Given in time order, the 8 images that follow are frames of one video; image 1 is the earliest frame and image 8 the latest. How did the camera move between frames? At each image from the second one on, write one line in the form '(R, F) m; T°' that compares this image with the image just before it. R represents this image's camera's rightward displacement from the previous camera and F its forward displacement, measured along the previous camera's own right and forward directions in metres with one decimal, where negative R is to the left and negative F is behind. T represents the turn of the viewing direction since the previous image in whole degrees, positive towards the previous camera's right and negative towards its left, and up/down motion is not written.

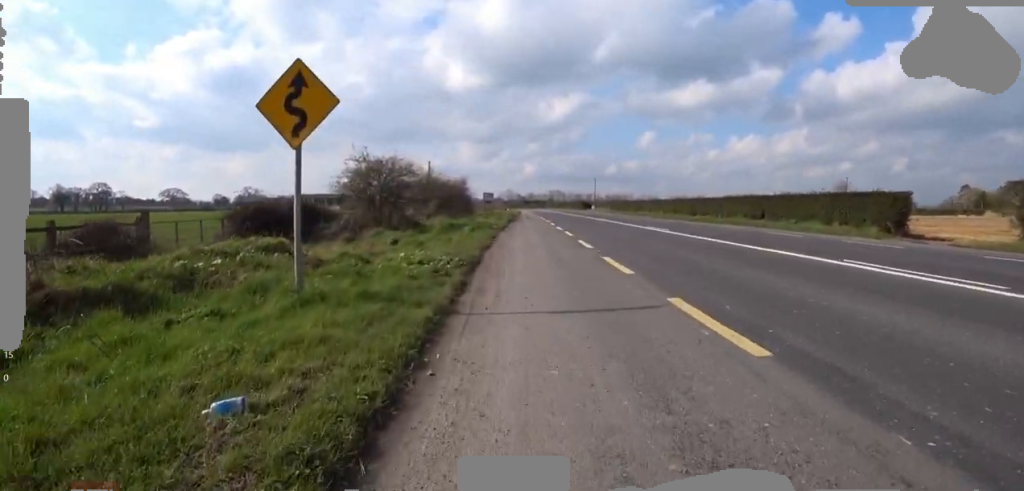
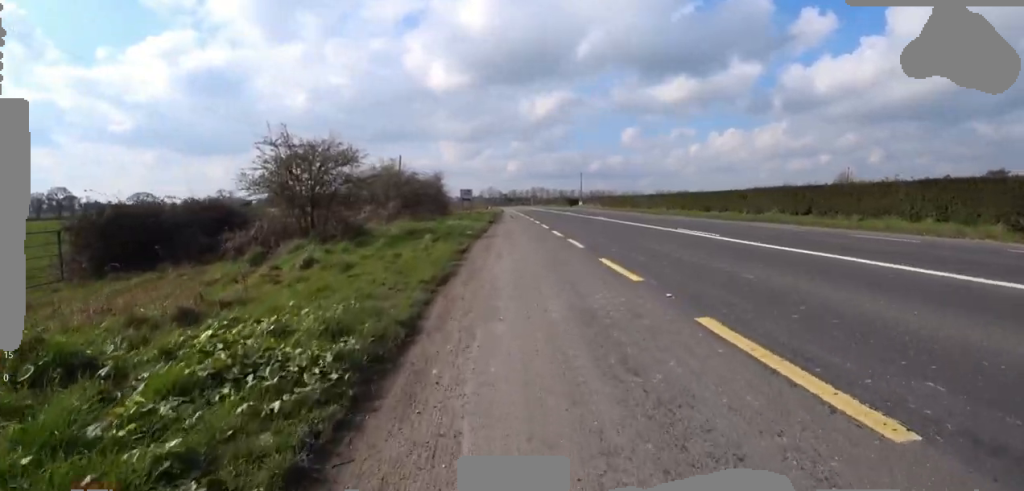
(0.0, +5.3) m; 0°
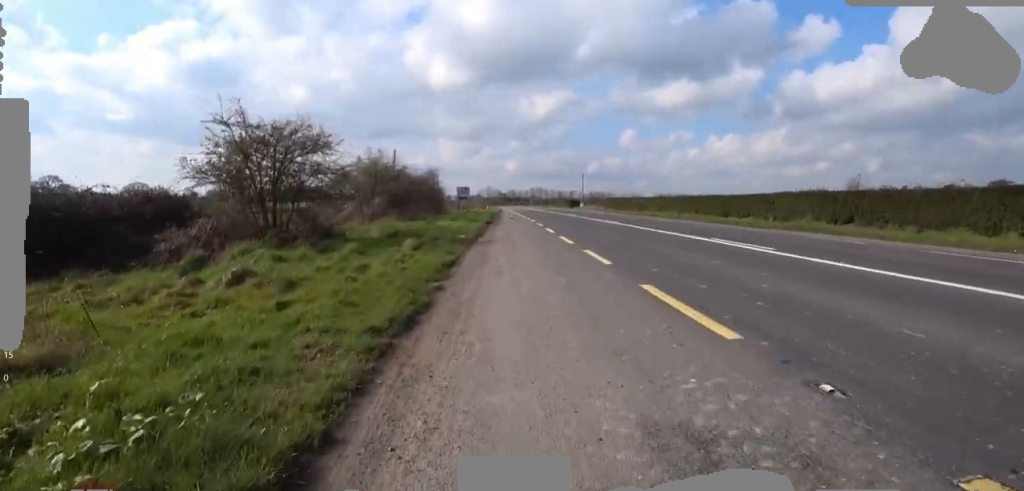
(+0.2, +2.5) m; 0°
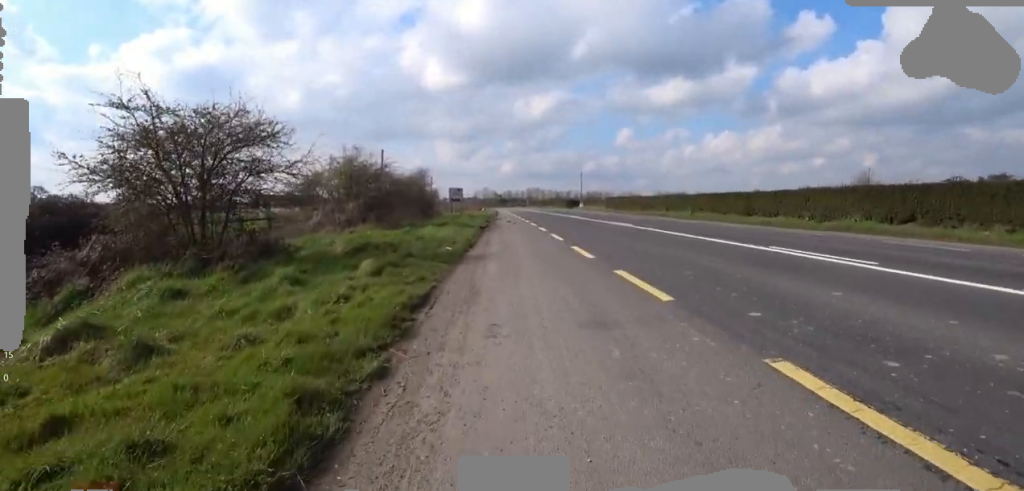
(-0.2, +2.8) m; 0°
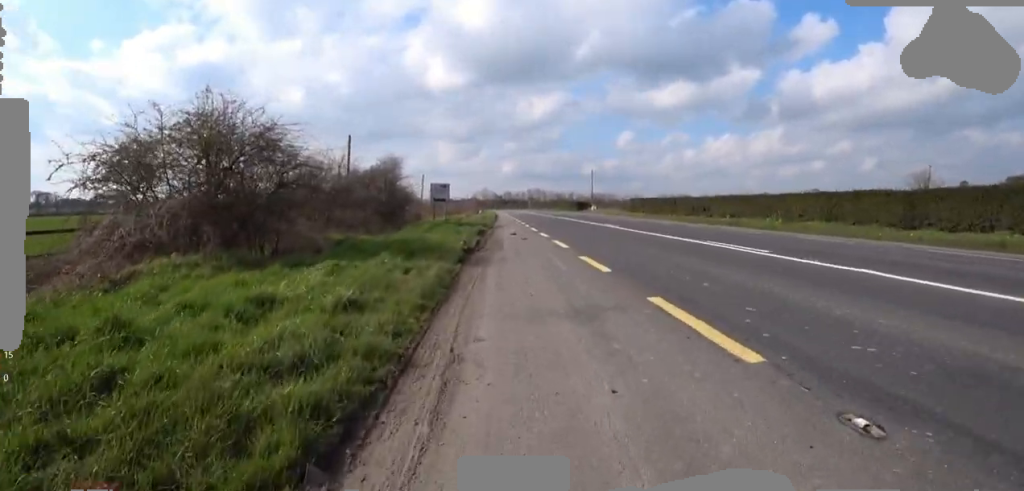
(+0.1, +9.5) m; 0°
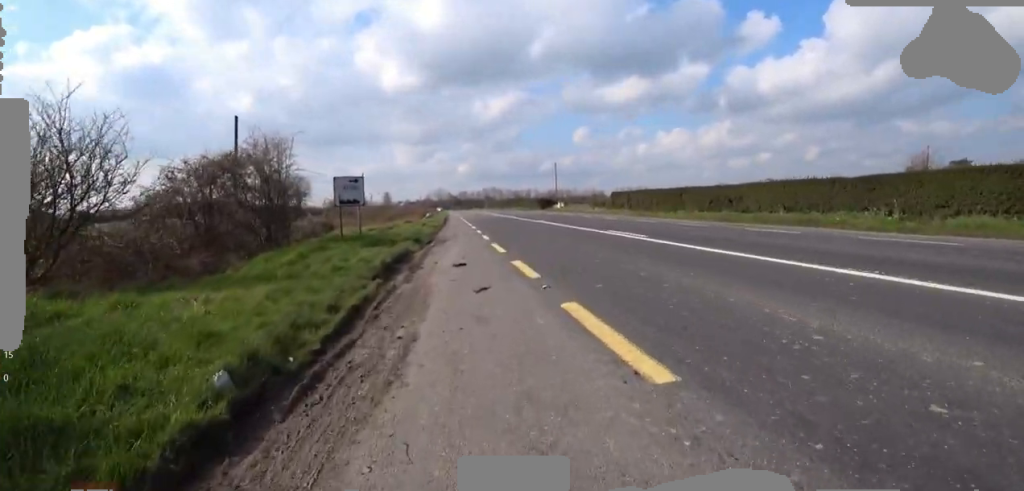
(-0.3, +8.7) m; 0°
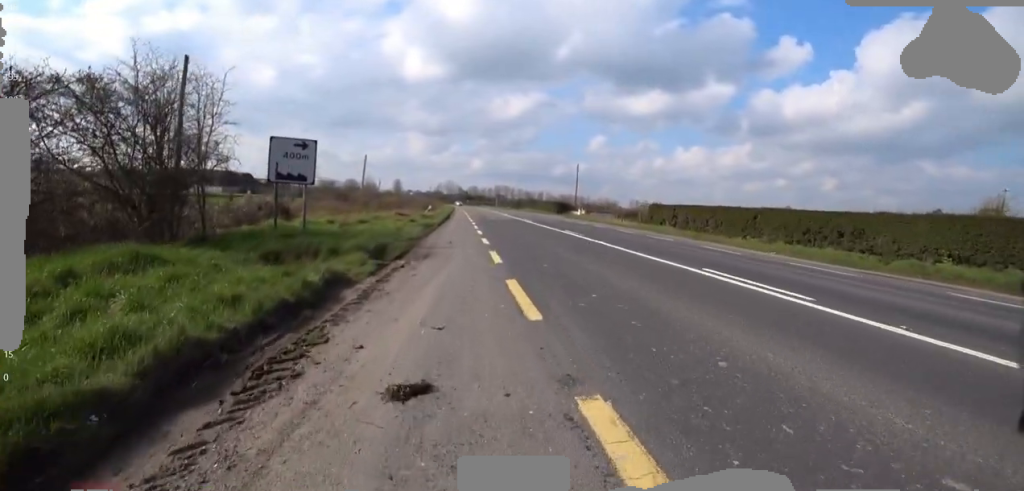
(+0.1, +6.1) m; +3°
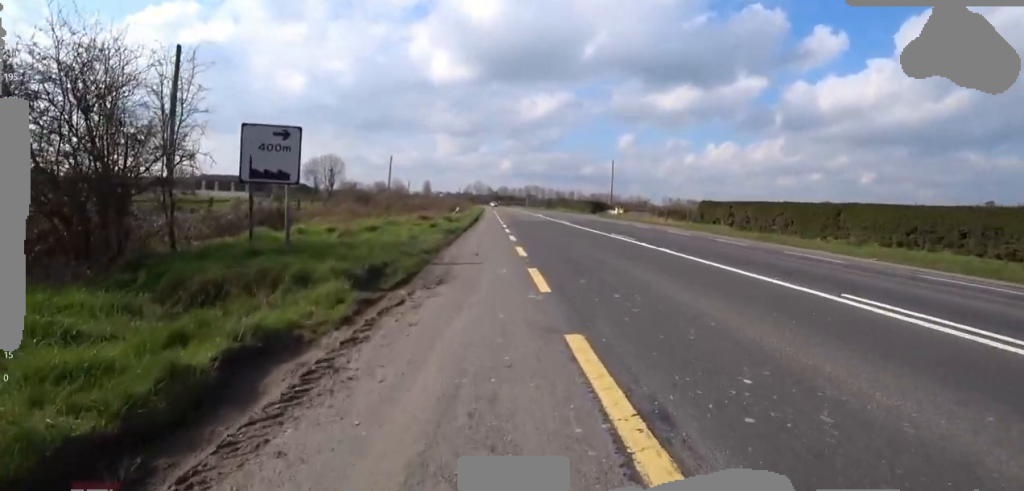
(0.0, +2.8) m; 0°
